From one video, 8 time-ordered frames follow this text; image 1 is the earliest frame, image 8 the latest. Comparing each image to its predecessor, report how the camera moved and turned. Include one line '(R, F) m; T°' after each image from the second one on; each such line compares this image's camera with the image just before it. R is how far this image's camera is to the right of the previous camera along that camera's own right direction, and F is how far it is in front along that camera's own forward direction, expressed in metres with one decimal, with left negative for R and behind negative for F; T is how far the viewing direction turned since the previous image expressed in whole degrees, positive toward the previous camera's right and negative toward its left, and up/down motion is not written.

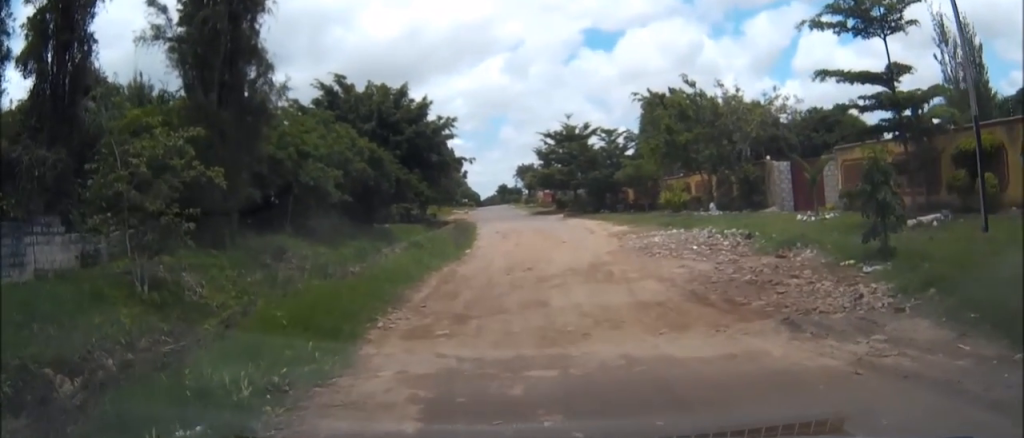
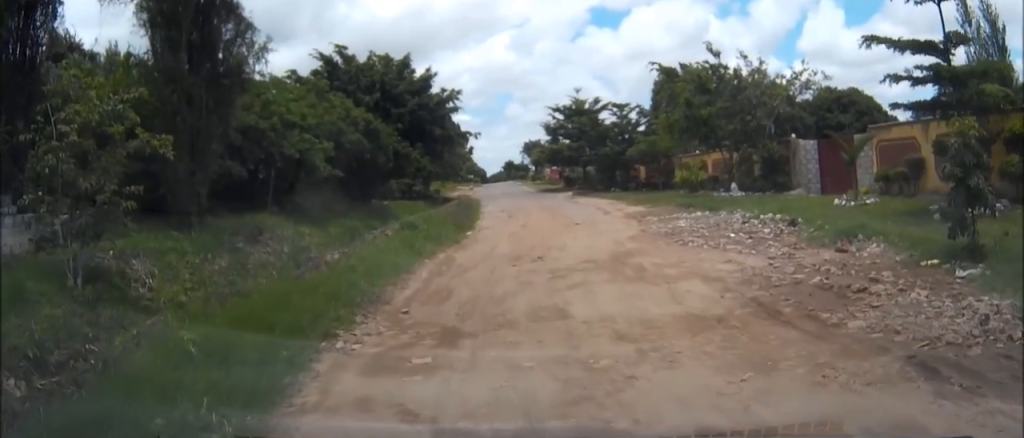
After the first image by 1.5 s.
(-0.1, +2.8) m; -2°
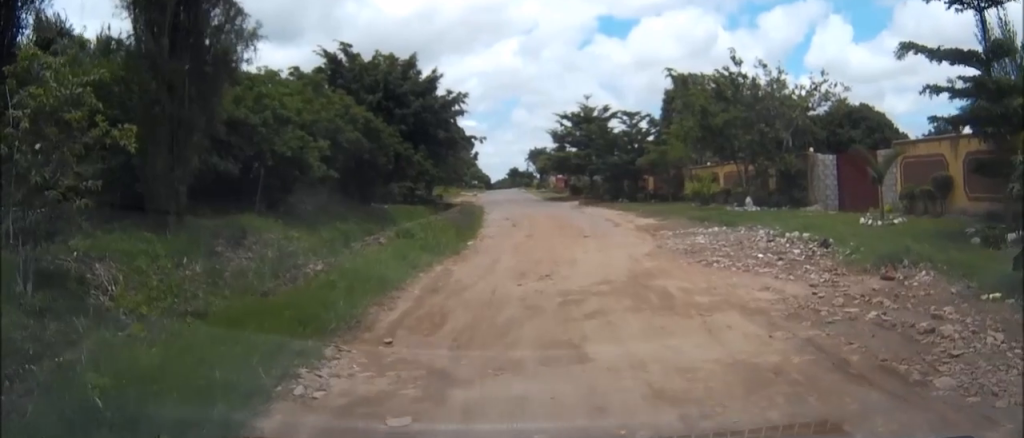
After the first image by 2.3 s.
(0.0, +1.5) m; -2°
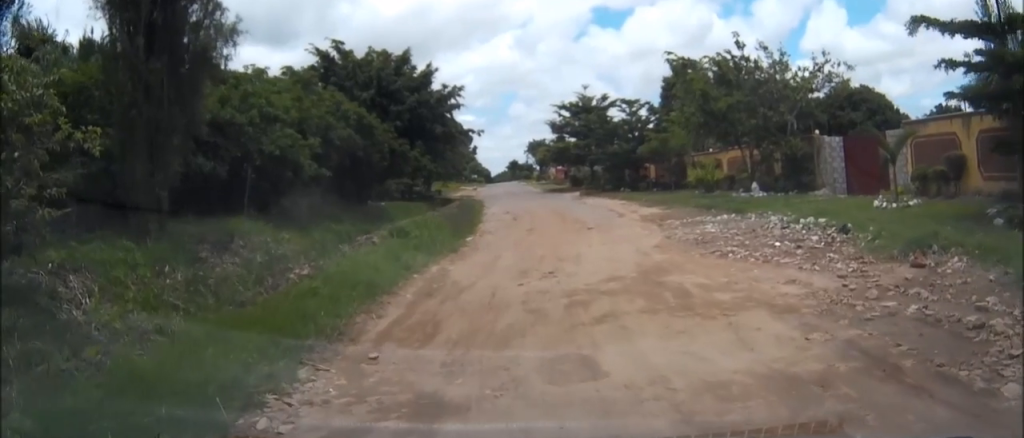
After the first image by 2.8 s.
(-0.1, +0.9) m; 0°
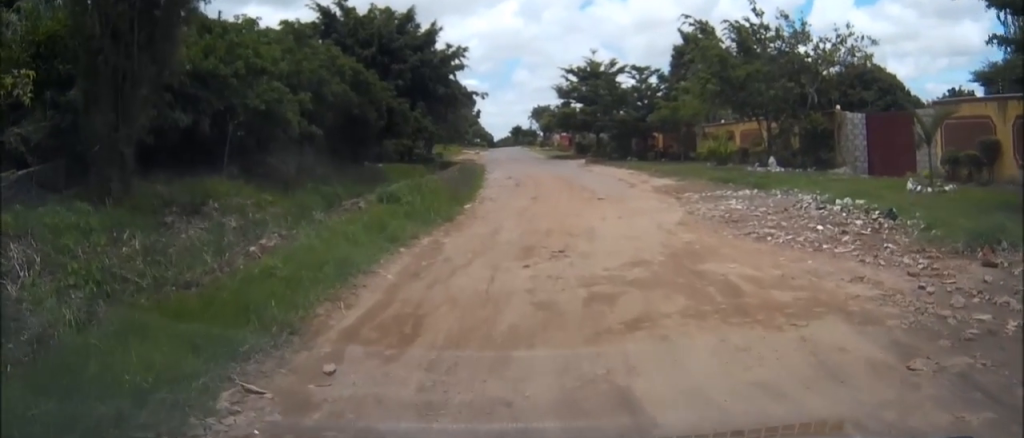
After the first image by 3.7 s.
(+0.1, +1.7) m; 0°
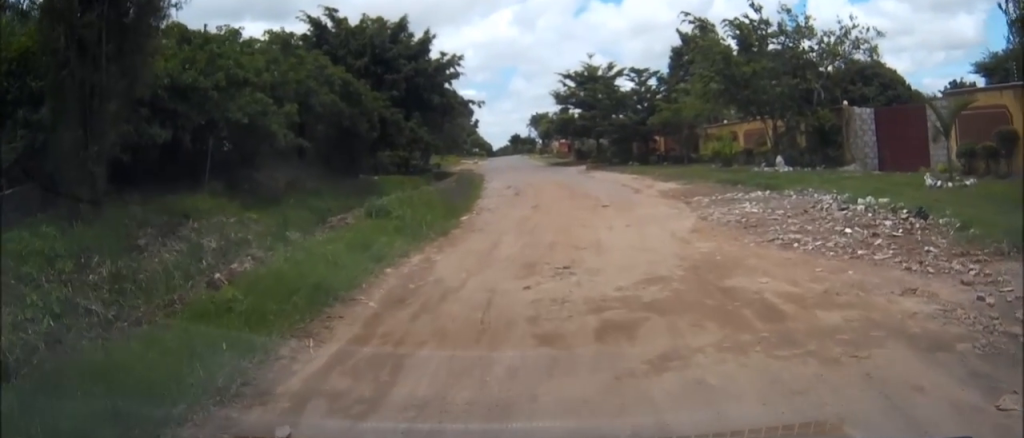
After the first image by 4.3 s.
(0.0, +1.1) m; -2°
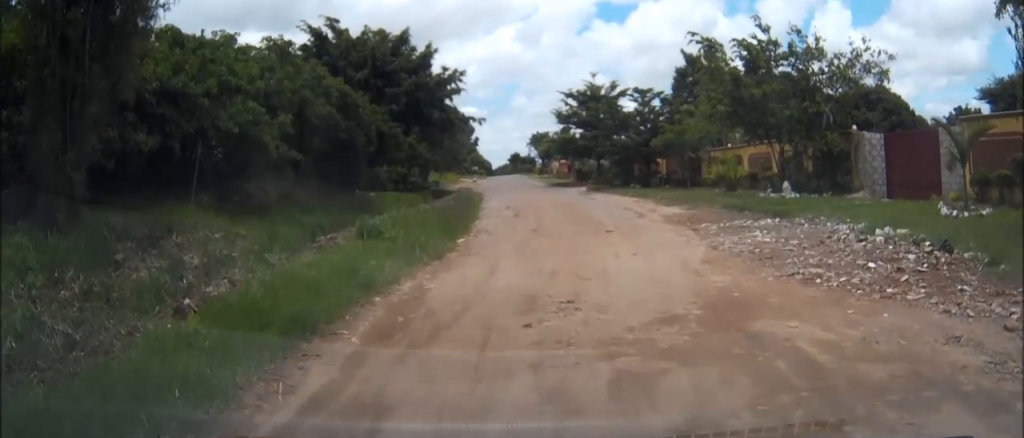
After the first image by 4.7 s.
(-0.1, +0.8) m; -3°
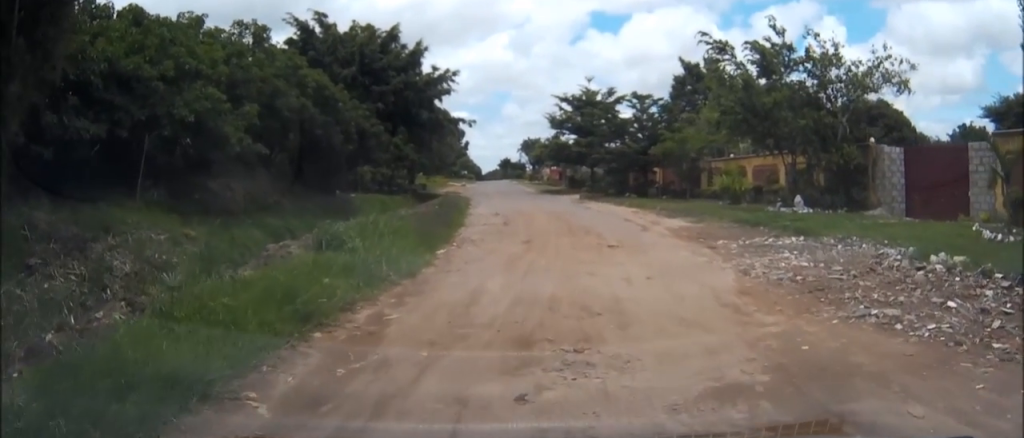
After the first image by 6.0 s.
(-0.1, +2.2) m; +1°
